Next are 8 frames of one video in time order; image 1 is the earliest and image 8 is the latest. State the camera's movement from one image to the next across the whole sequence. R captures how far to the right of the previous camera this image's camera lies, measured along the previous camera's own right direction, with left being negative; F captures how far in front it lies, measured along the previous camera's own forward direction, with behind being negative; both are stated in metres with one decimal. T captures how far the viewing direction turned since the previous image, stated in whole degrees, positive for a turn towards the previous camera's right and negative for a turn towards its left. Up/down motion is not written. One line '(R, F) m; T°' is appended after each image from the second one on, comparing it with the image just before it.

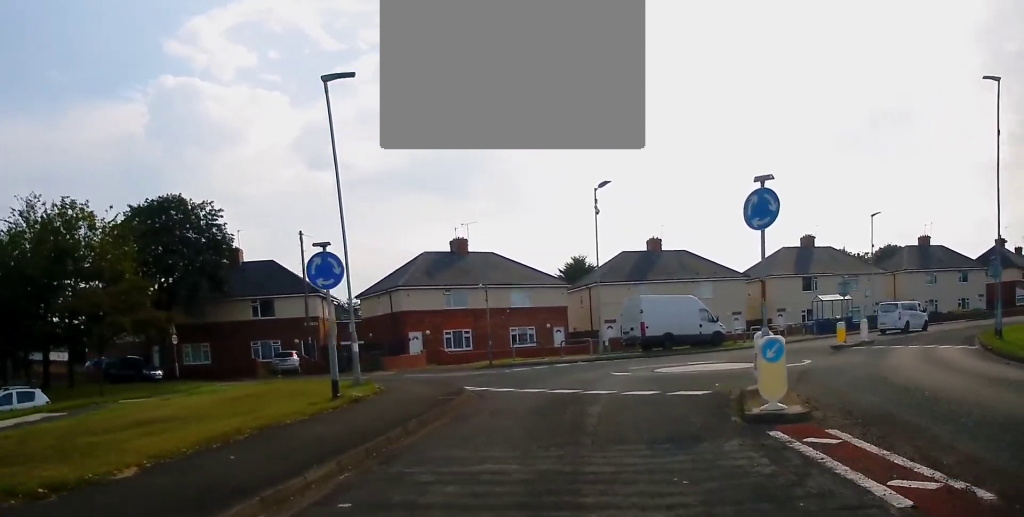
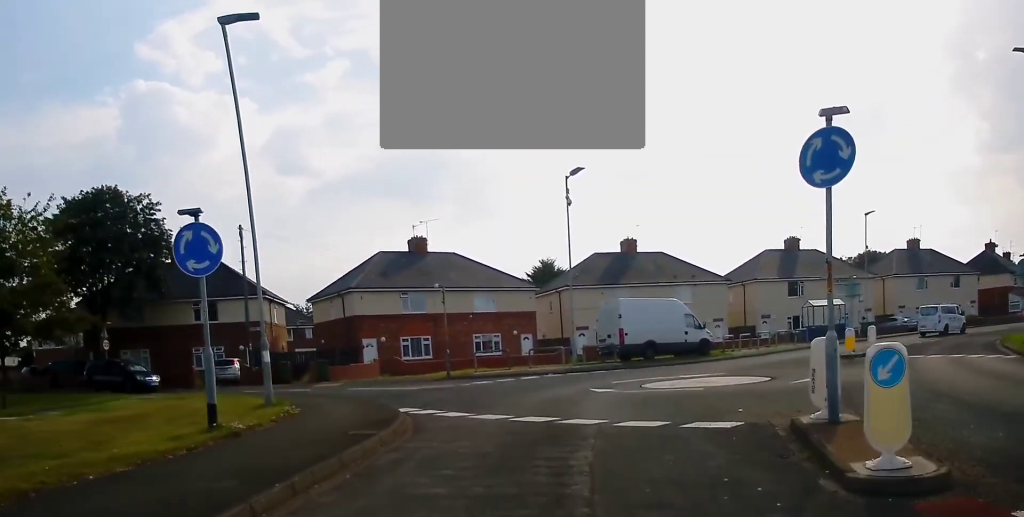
(+0.1, +4.5) m; +4°
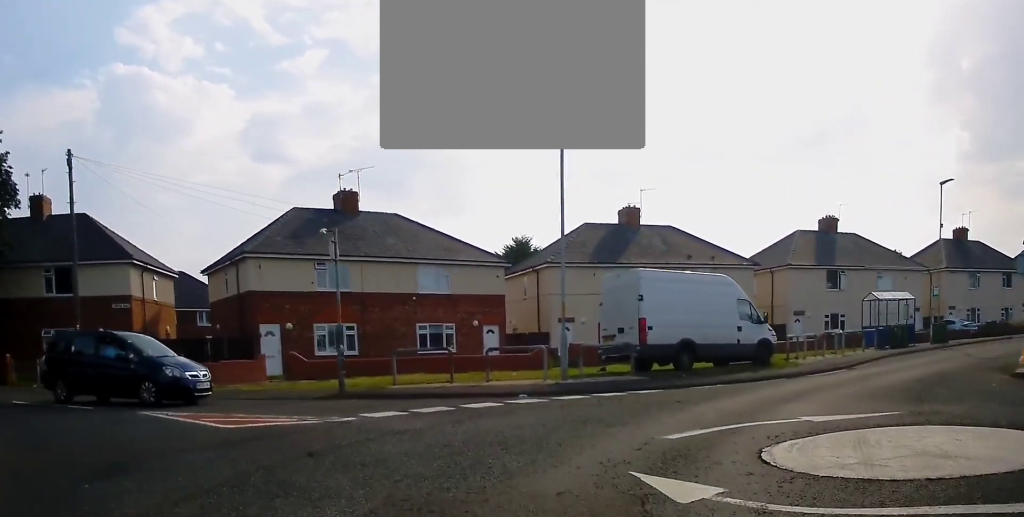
(+0.4, +14.0) m; +1°
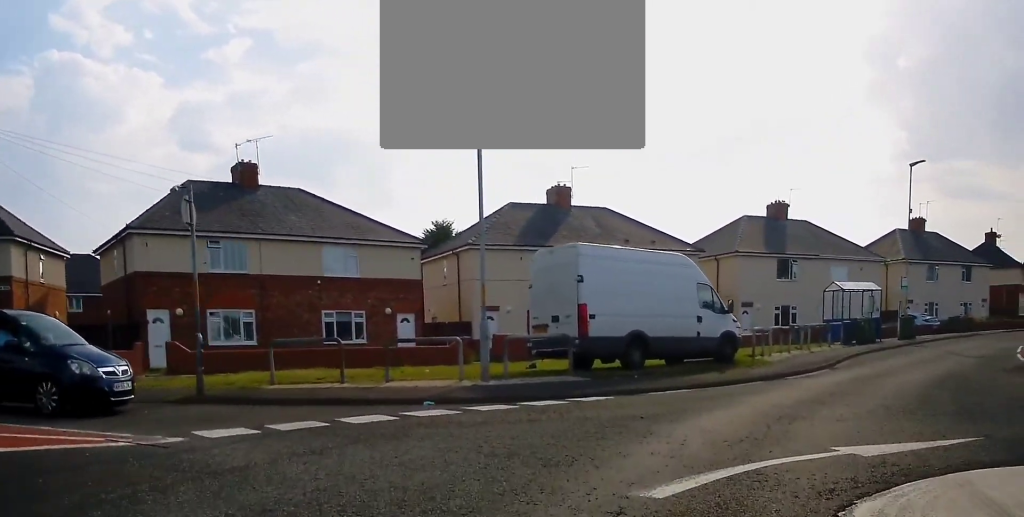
(-0.3, +4.2) m; +5°
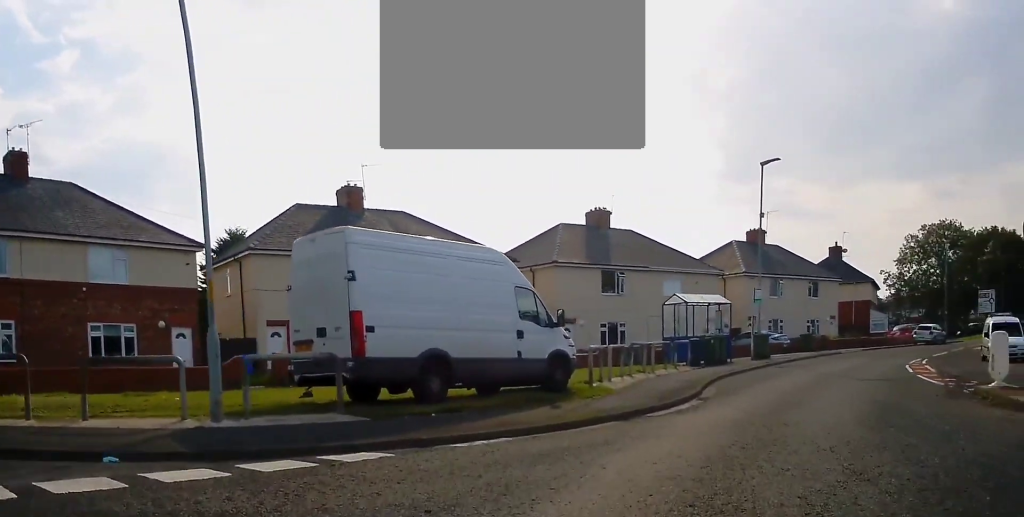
(+0.7, +4.8) m; +17°
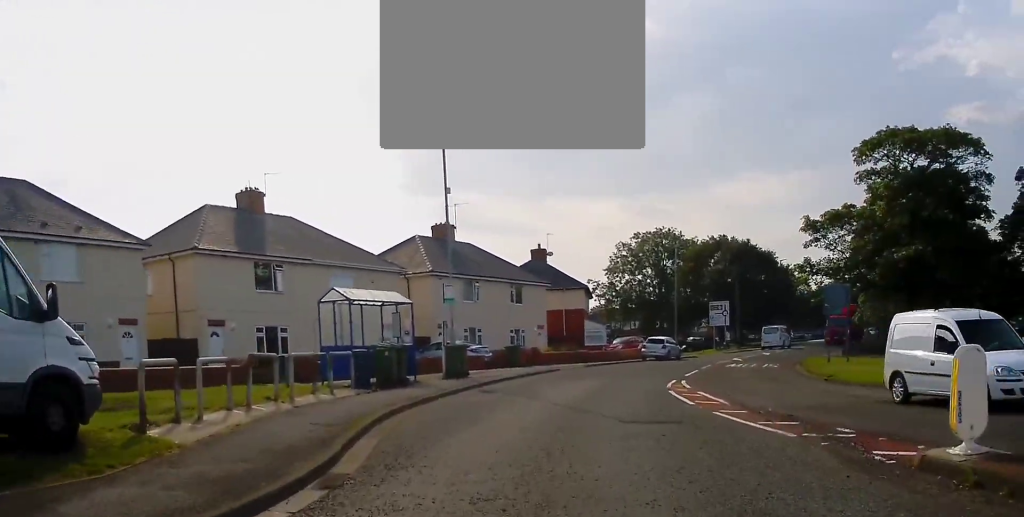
(+1.6, +7.6) m; +18°
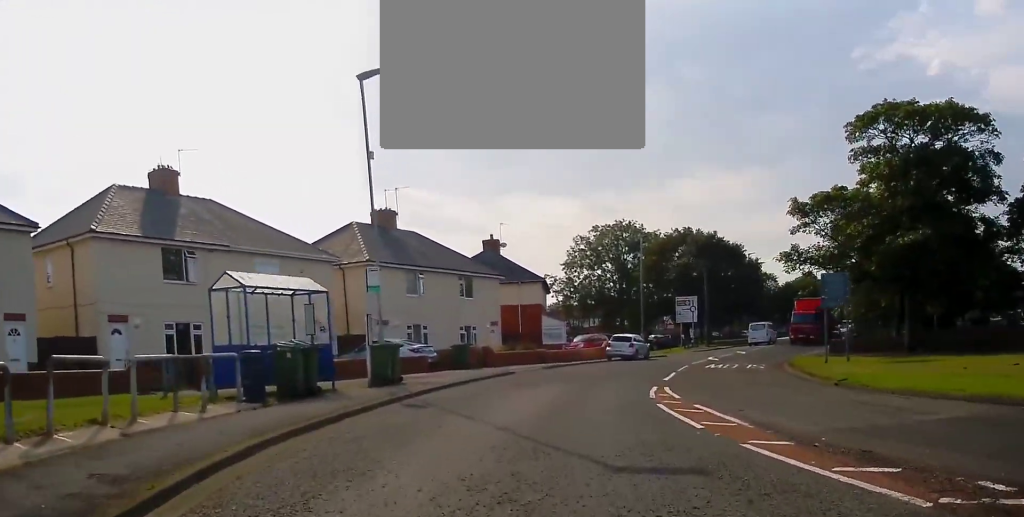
(+0.5, +4.7) m; +2°
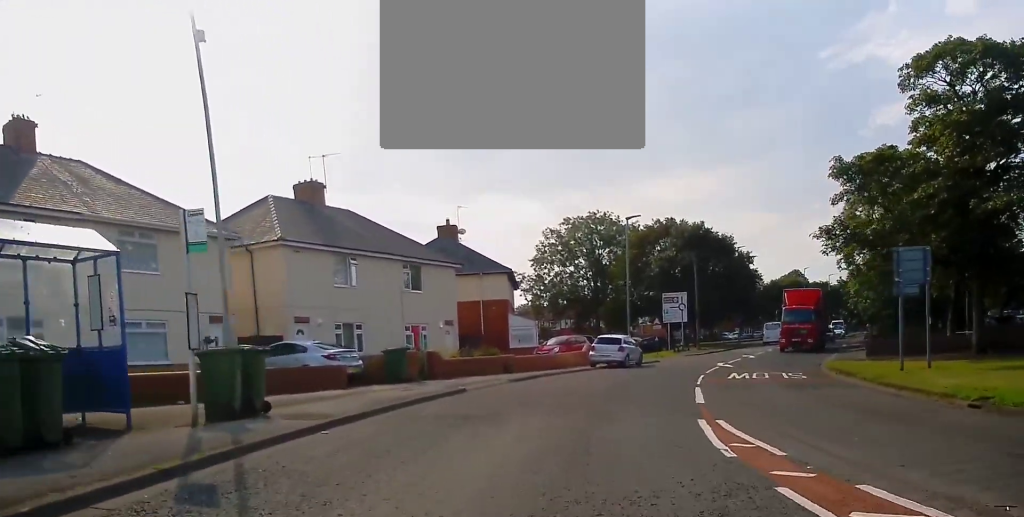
(-0.3, +8.8) m; +1°
